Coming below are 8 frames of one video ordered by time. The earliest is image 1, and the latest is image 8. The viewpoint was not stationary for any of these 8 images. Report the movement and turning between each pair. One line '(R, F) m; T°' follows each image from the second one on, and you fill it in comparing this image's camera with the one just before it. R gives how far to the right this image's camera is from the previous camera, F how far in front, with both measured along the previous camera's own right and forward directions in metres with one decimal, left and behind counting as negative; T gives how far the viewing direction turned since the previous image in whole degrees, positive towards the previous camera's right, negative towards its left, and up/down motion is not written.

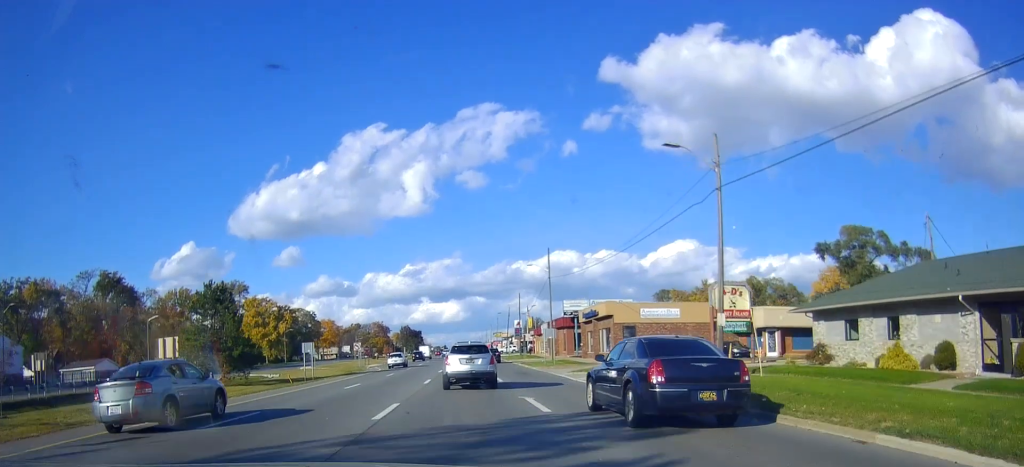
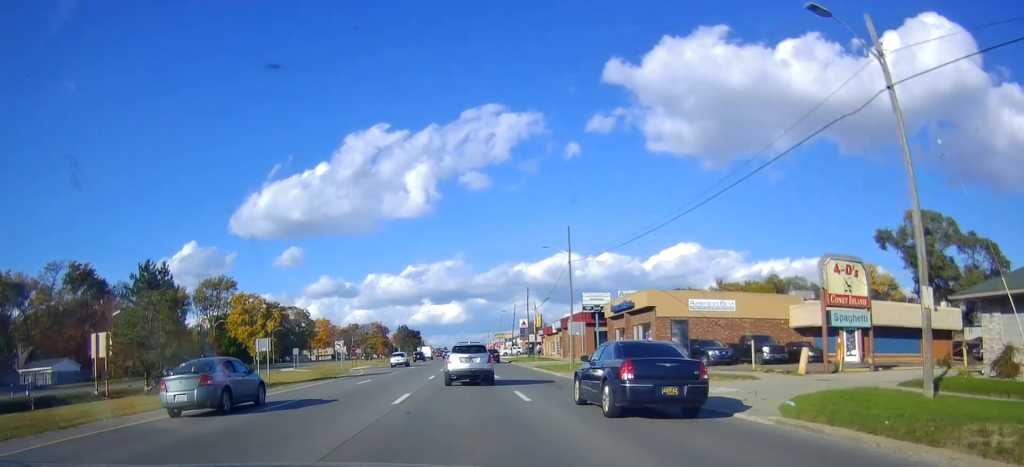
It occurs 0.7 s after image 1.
(0.0, +11.3) m; 0°
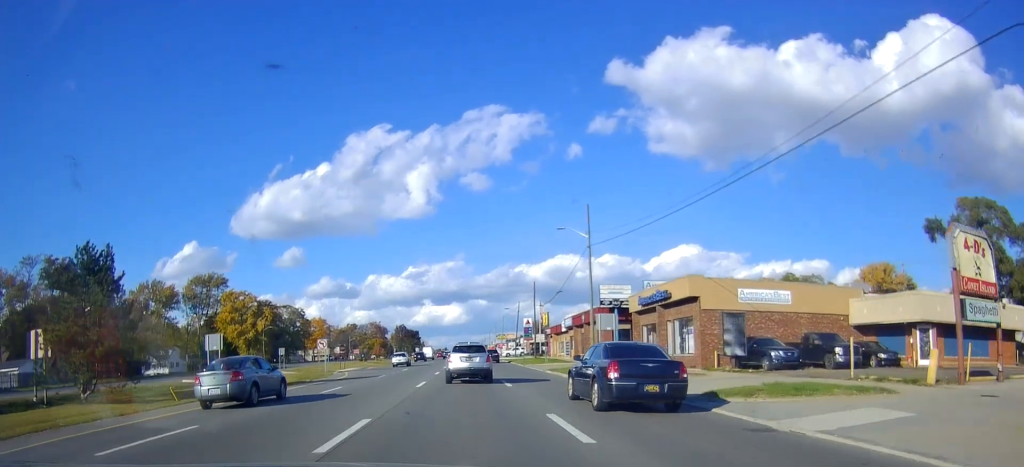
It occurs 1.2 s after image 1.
(0.0, +7.7) m; 0°
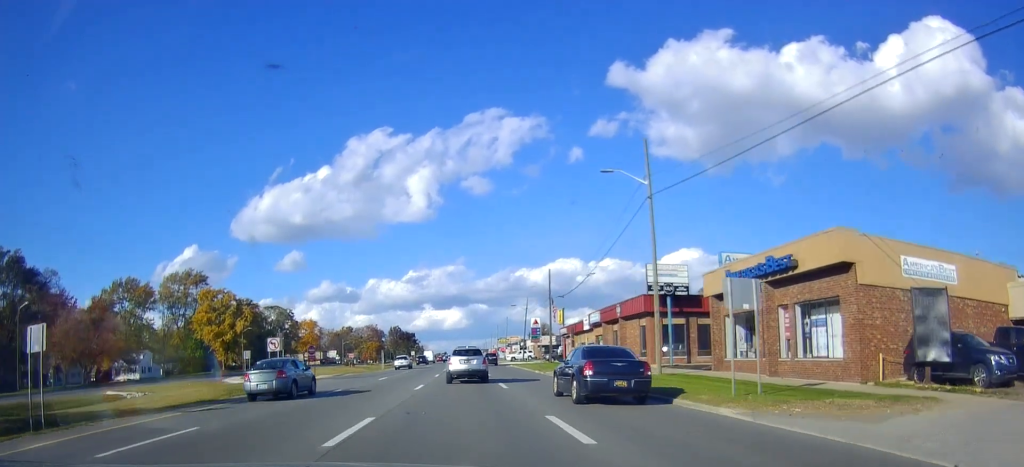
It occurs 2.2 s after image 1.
(0.0, +14.7) m; -2°
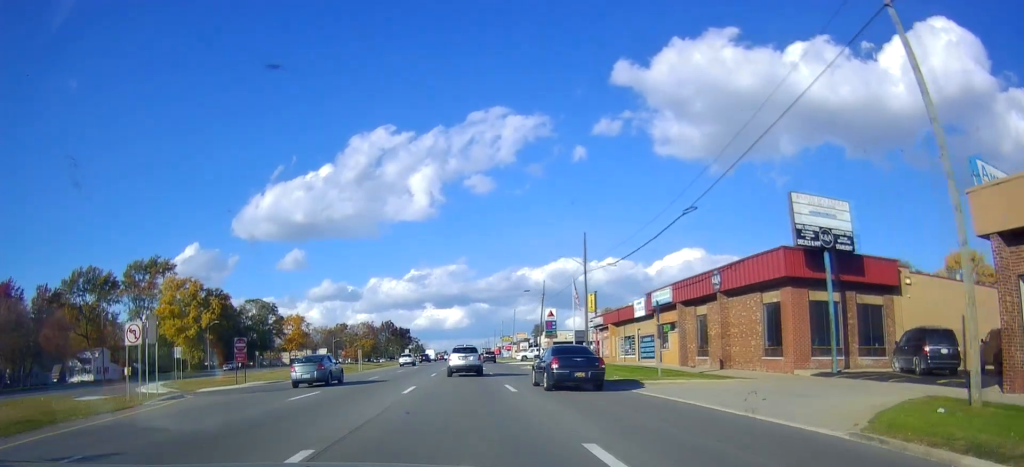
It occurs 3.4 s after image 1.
(-0.8, +20.2) m; -1°
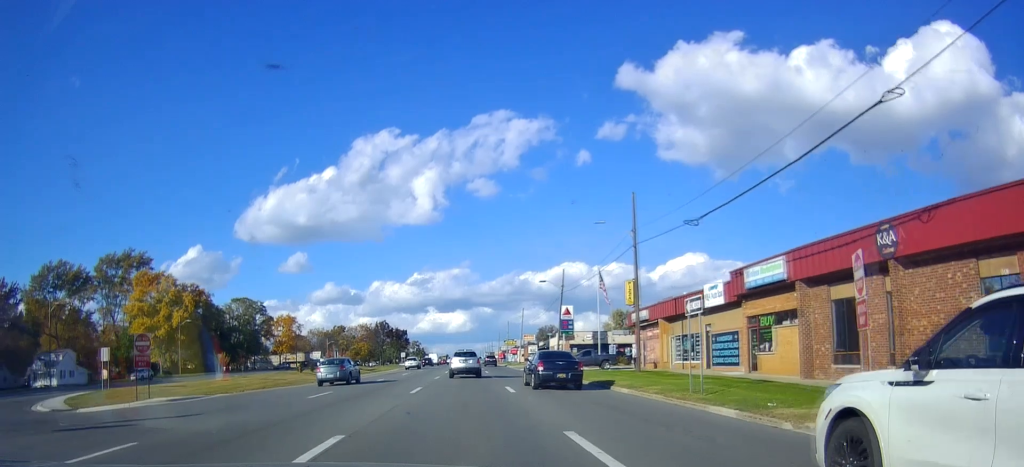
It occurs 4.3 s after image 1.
(+0.5, +13.8) m; +2°
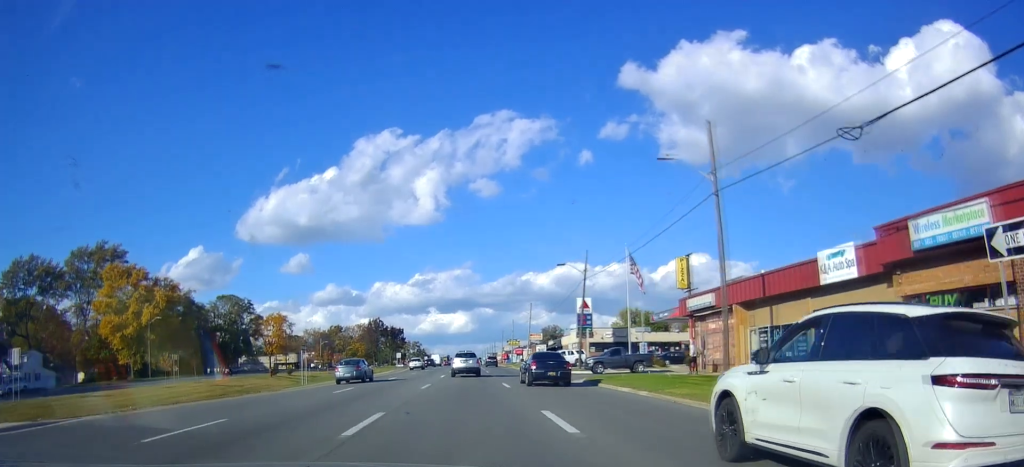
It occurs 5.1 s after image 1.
(+0.1, +11.6) m; 0°
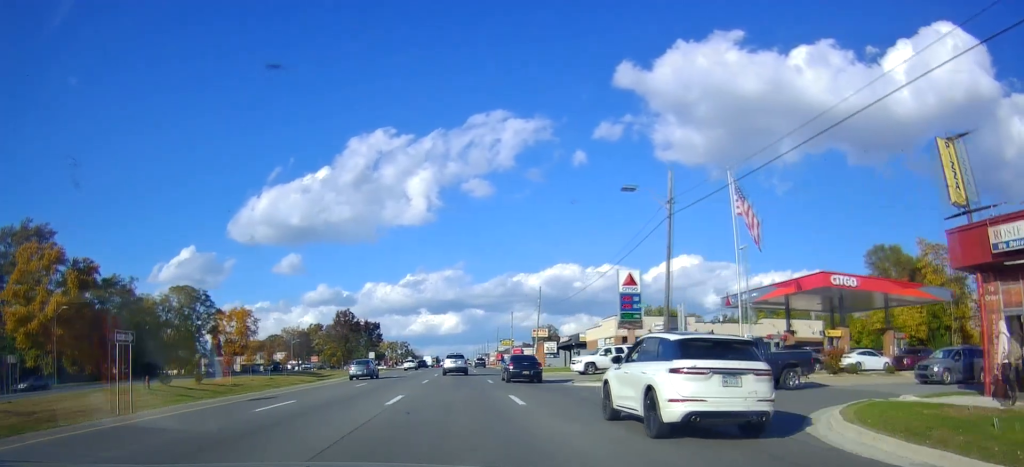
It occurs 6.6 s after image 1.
(-0.4, +23.3) m; 0°
